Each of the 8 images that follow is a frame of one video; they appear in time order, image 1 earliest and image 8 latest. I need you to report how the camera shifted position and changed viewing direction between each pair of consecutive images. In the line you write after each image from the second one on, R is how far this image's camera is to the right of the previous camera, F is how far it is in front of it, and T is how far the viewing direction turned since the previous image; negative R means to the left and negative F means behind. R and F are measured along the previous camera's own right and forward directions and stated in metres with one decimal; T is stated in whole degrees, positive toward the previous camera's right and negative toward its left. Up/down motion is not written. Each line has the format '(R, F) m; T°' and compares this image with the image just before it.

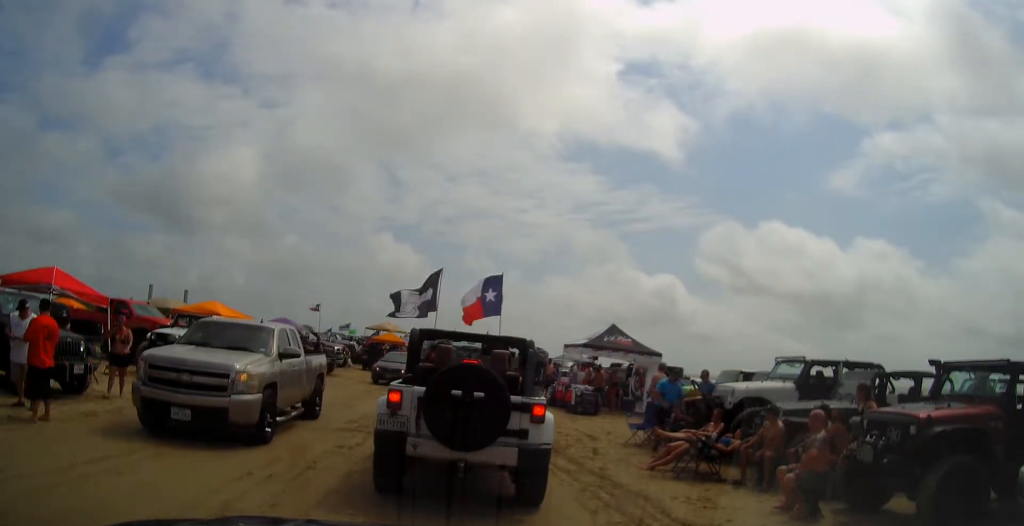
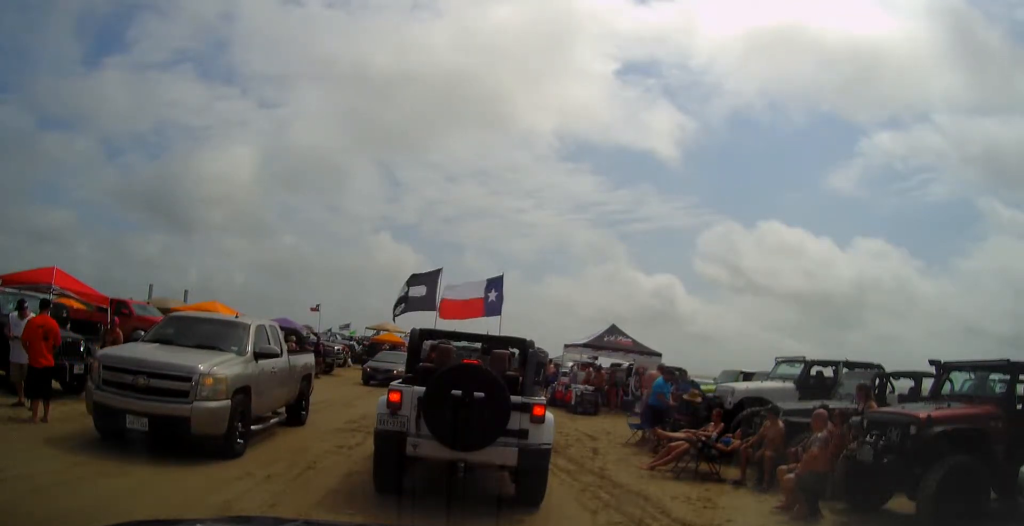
(0.0, 0.0) m; 0°
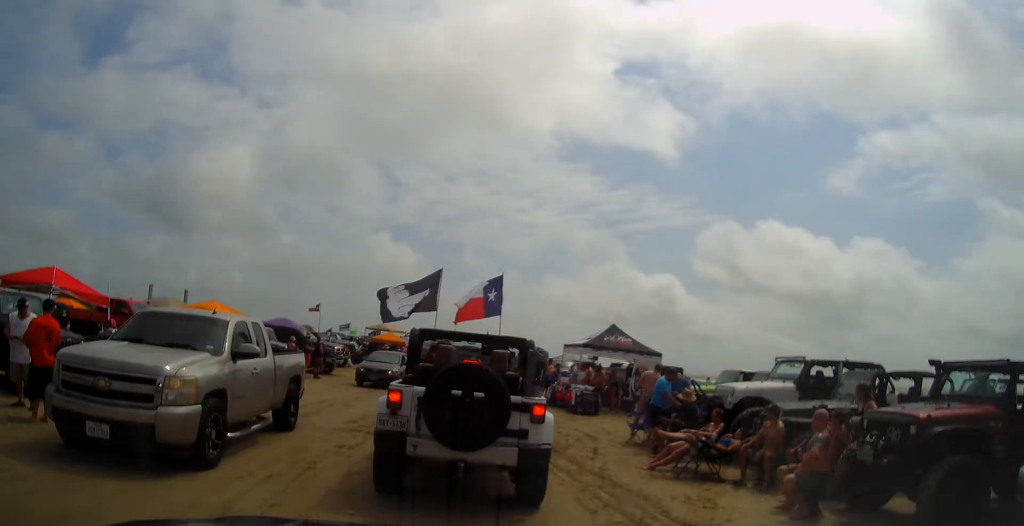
(0.0, 0.0) m; 0°
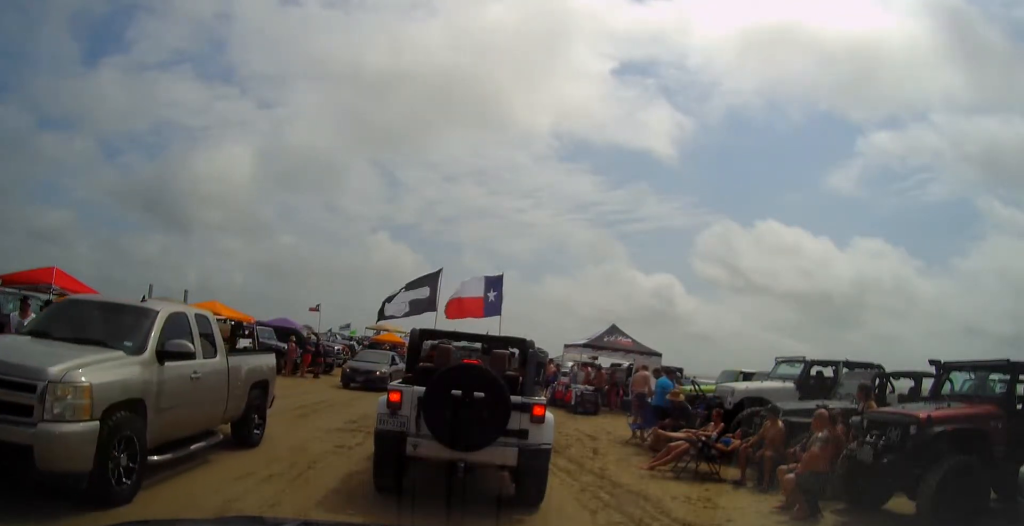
(0.0, 0.0) m; 0°
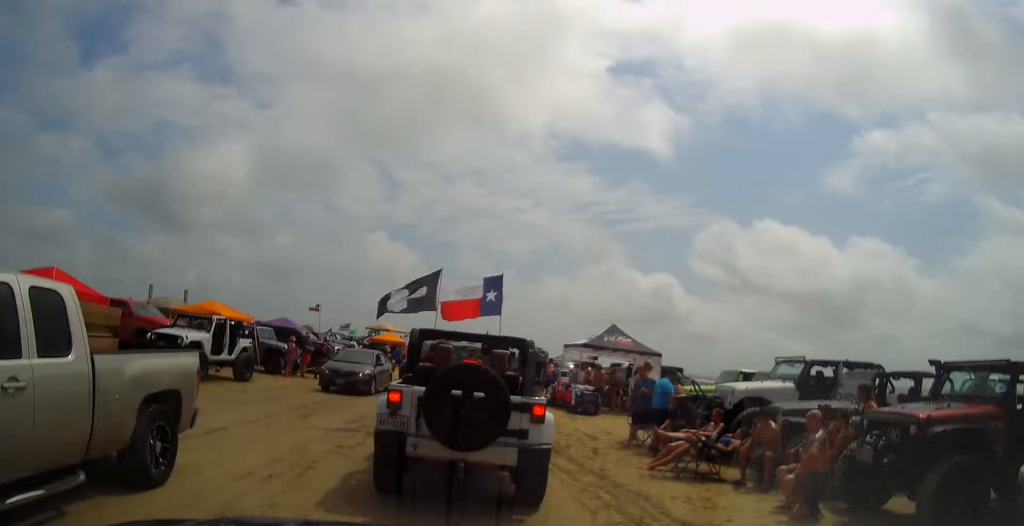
(0.0, 0.0) m; 0°
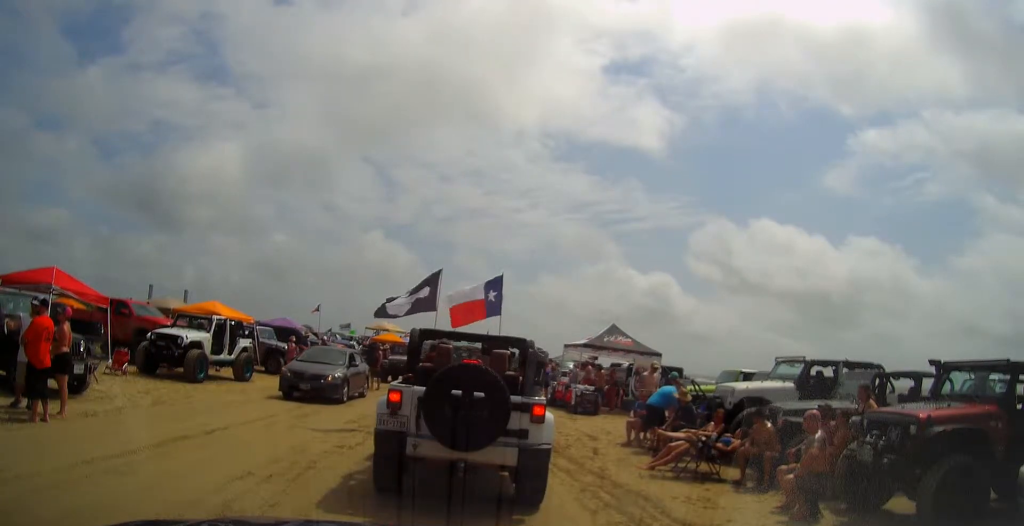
(0.0, 0.0) m; 0°
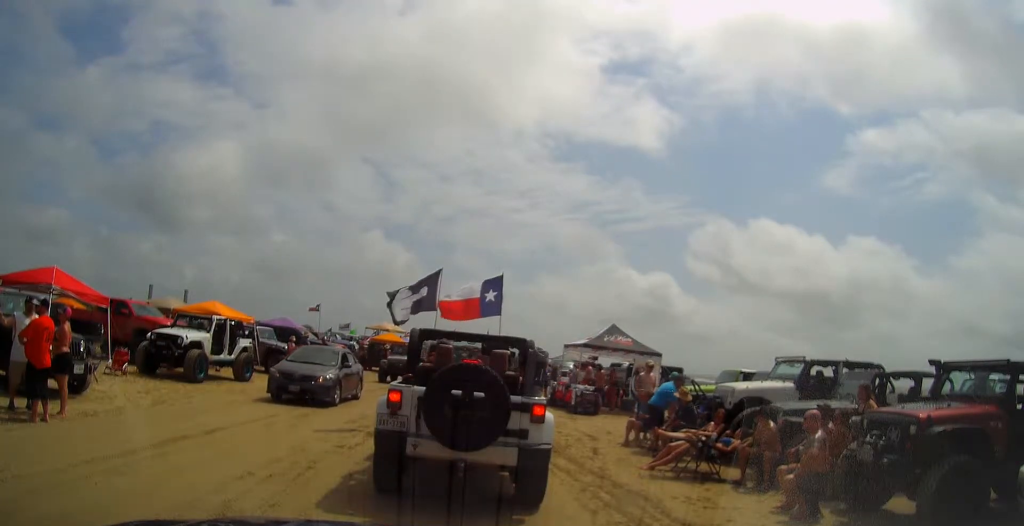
(0.0, 0.0) m; 0°
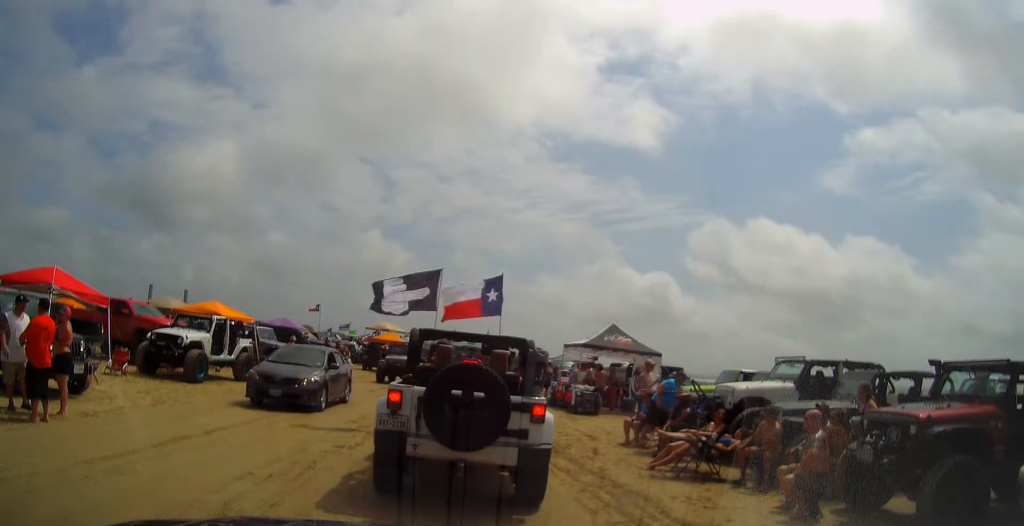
(0.0, 0.0) m; 0°
